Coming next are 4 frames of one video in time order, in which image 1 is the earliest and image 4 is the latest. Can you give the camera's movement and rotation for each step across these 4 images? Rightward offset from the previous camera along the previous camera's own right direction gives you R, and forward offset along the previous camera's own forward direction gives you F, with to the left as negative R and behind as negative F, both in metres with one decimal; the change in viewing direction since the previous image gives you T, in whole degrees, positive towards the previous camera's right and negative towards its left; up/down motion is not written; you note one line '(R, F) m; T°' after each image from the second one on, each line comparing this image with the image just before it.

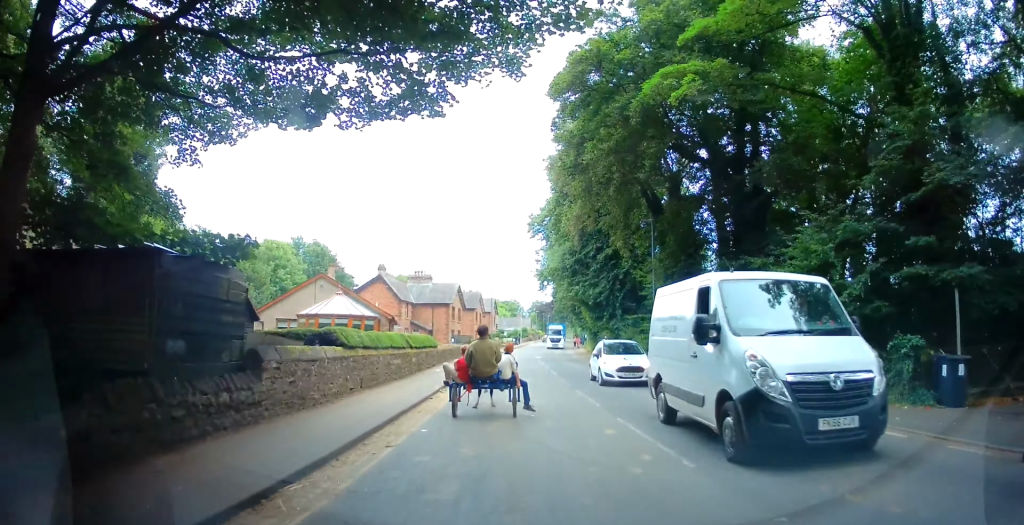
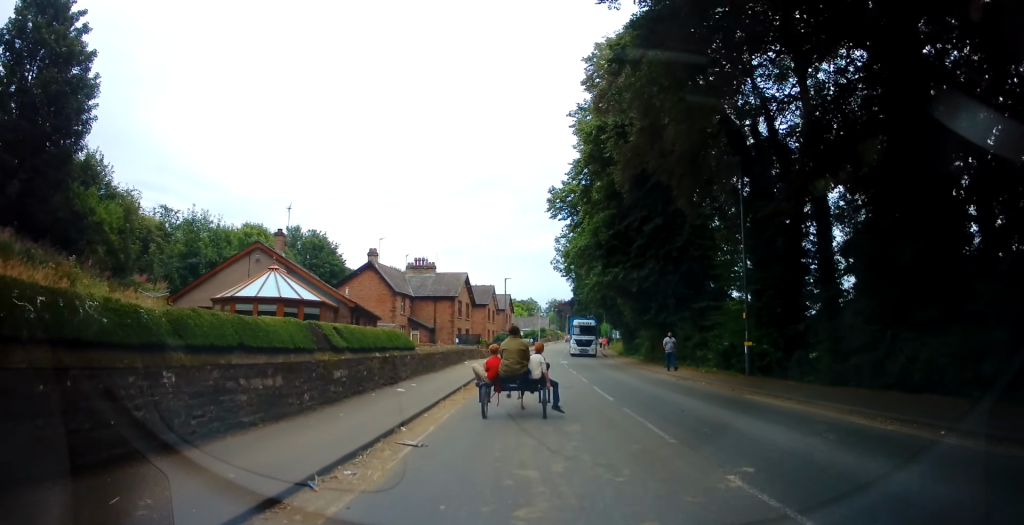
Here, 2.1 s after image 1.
(+0.3, +10.1) m; 0°
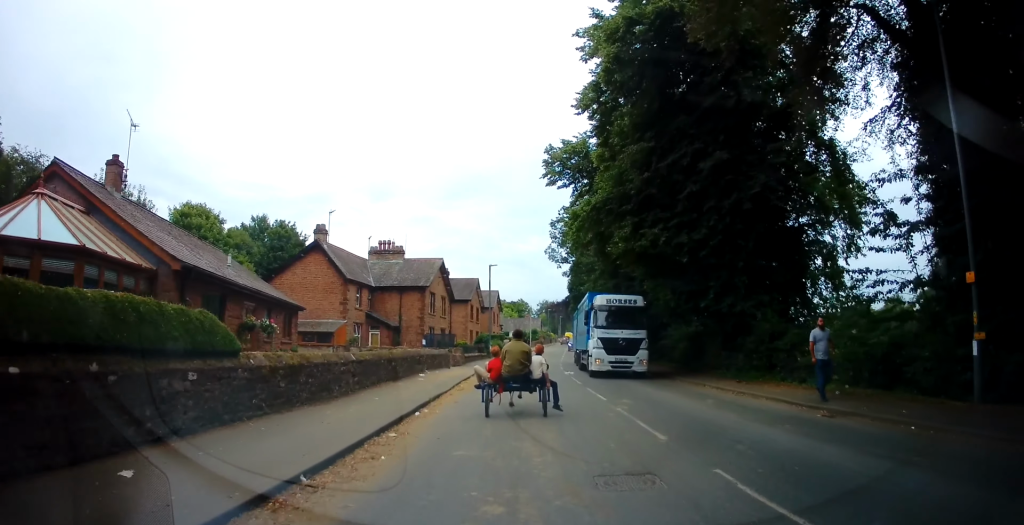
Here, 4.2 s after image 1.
(+0.6, +11.5) m; +6°
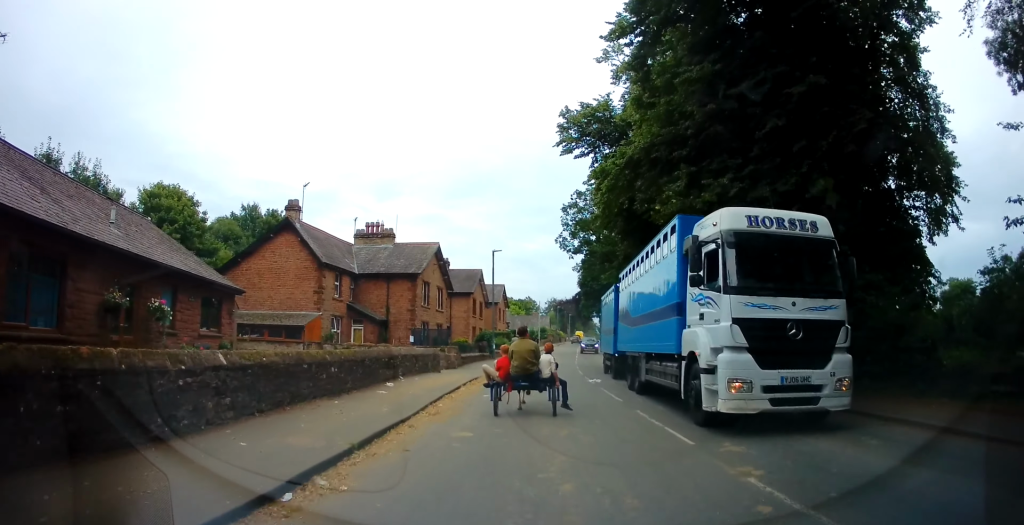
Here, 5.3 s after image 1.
(0.0, +6.2) m; 0°
